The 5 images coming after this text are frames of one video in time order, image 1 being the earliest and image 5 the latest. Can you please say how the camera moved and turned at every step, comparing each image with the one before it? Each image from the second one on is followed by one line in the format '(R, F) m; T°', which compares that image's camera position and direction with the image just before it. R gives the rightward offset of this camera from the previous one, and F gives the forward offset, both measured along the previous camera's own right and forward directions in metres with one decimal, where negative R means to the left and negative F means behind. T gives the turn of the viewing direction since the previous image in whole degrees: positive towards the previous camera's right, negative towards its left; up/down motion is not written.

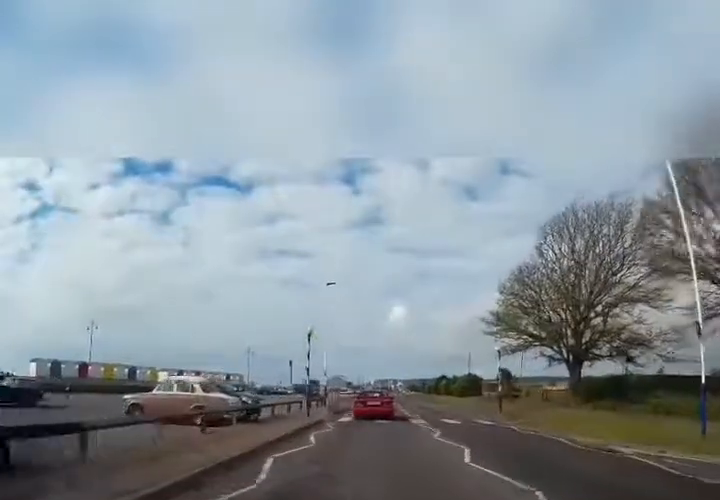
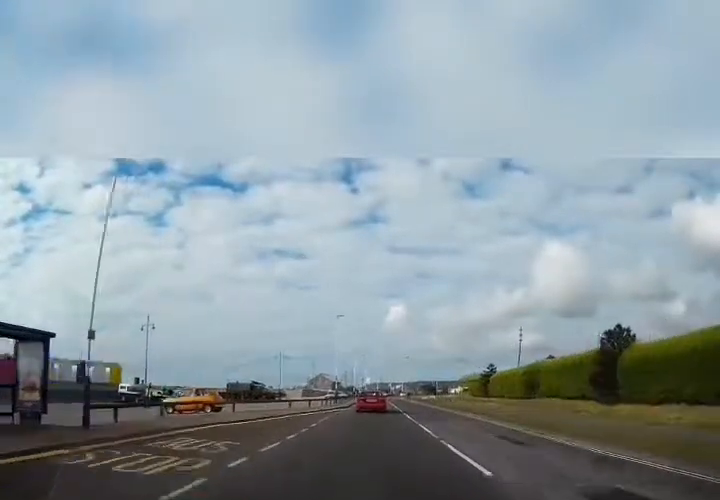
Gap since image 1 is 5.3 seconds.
(+0.6, +52.2) m; +1°
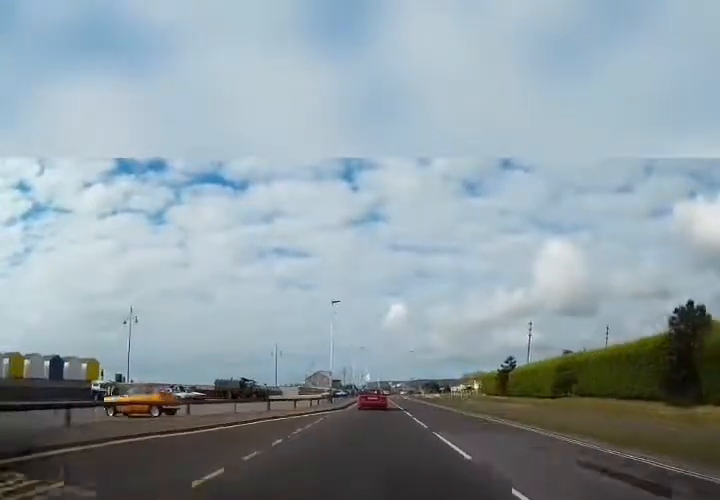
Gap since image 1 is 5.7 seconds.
(0.0, +5.3) m; 0°
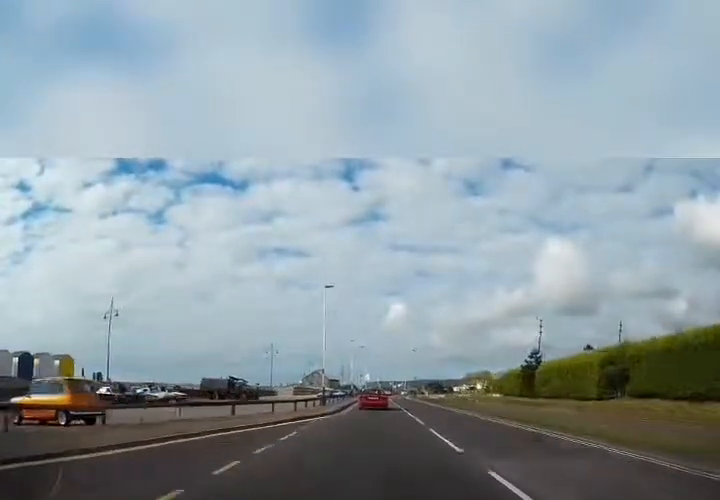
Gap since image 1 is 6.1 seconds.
(+0.1, +5.3) m; 0°
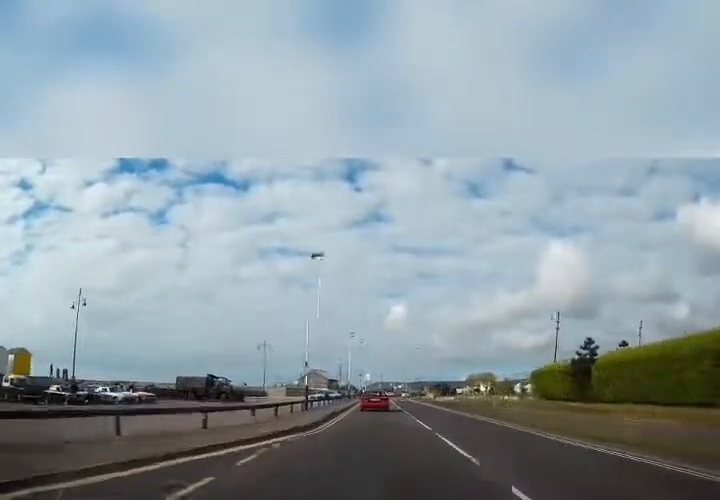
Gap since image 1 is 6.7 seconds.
(0.0, +7.4) m; 0°
